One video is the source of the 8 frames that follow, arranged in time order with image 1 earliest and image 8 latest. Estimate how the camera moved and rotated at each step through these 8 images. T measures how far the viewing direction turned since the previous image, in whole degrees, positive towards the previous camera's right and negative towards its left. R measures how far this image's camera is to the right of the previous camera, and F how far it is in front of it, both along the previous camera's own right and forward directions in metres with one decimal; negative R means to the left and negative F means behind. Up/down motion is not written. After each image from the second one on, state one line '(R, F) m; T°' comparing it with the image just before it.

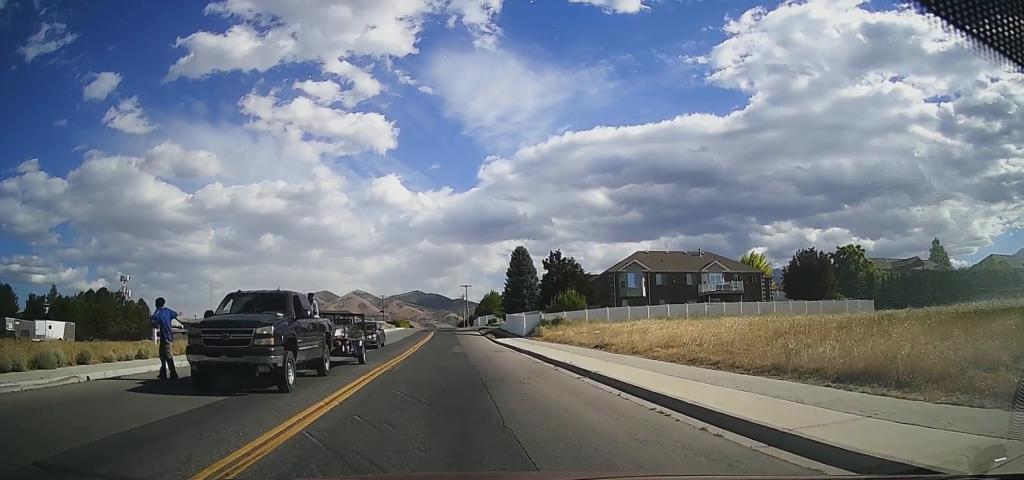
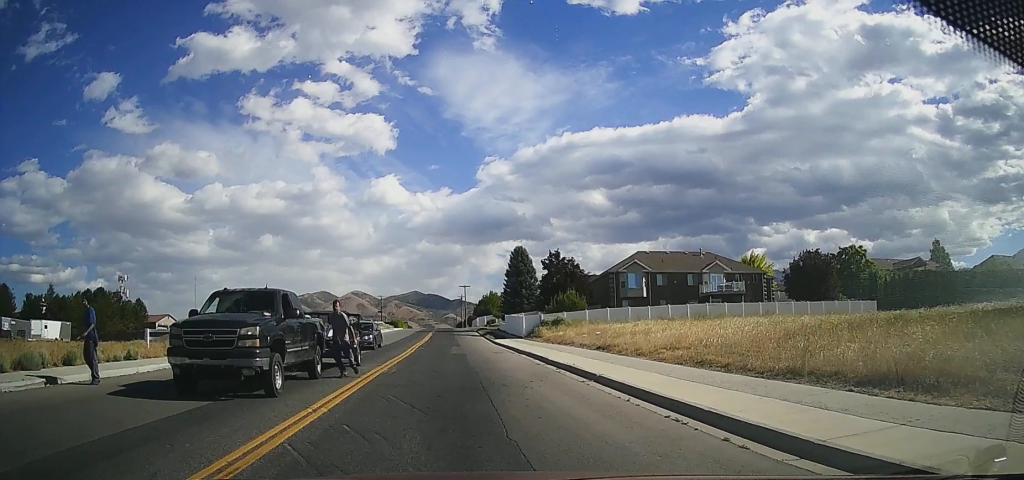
(0.0, +1.2) m; 0°
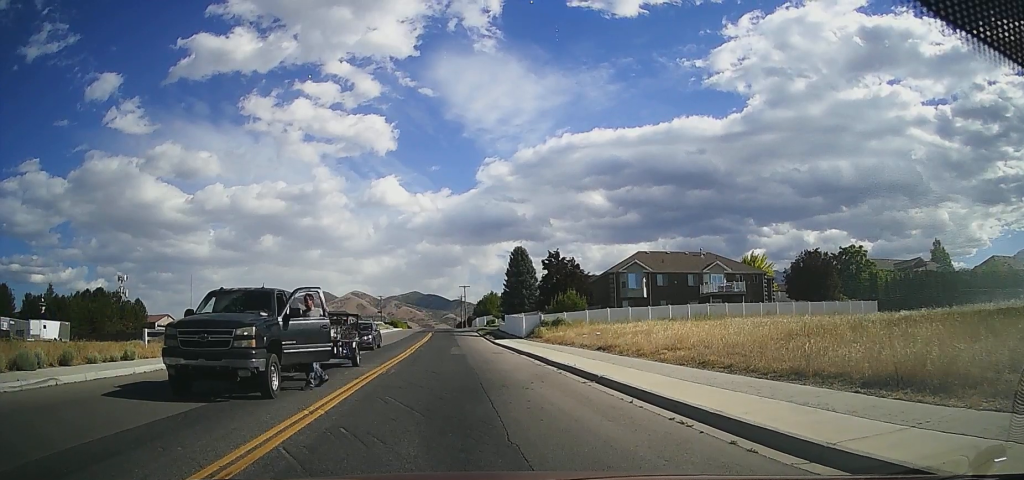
(0.0, +0.5) m; 0°
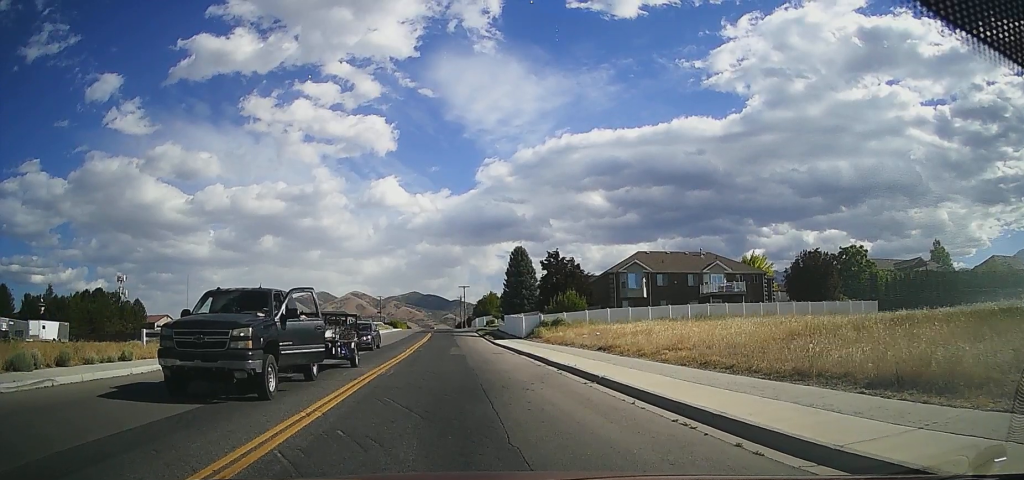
(0.0, 0.0) m; 0°
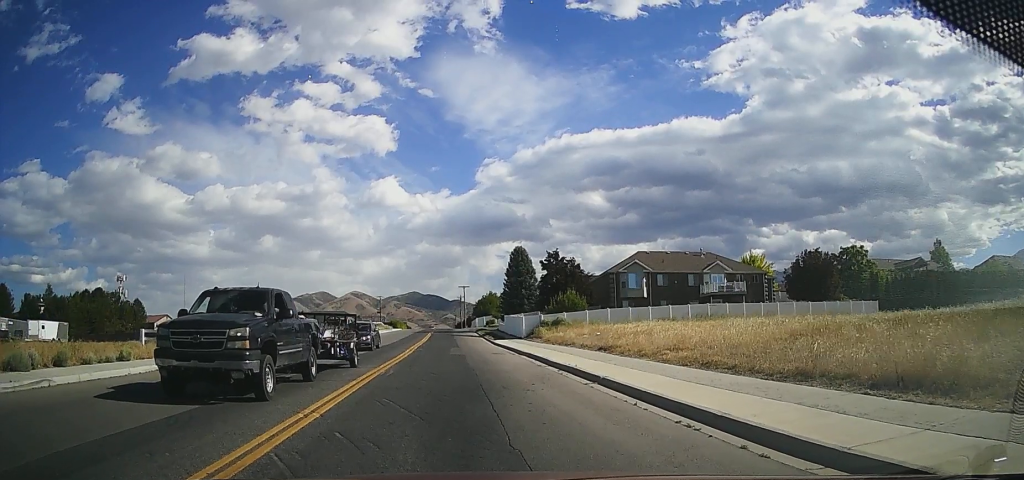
(0.0, 0.0) m; 0°
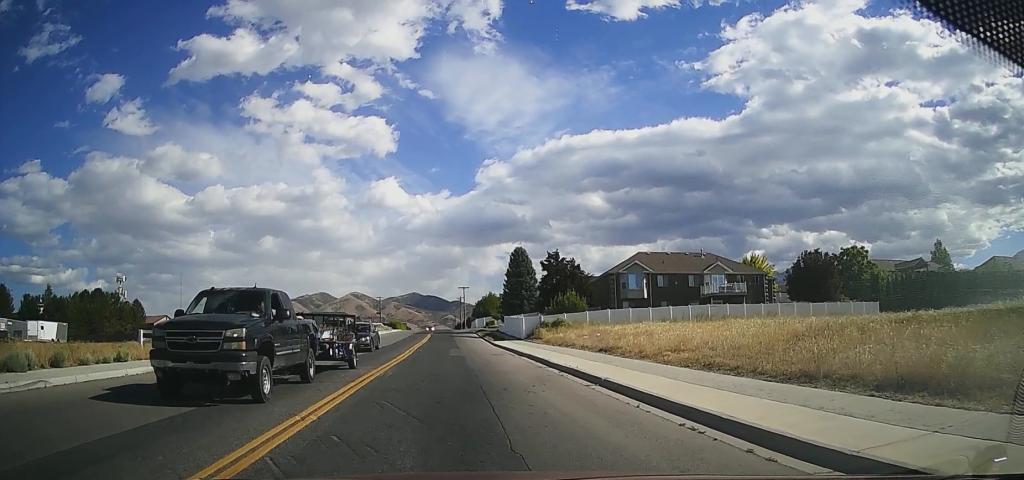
(0.0, +0.1) m; 0°
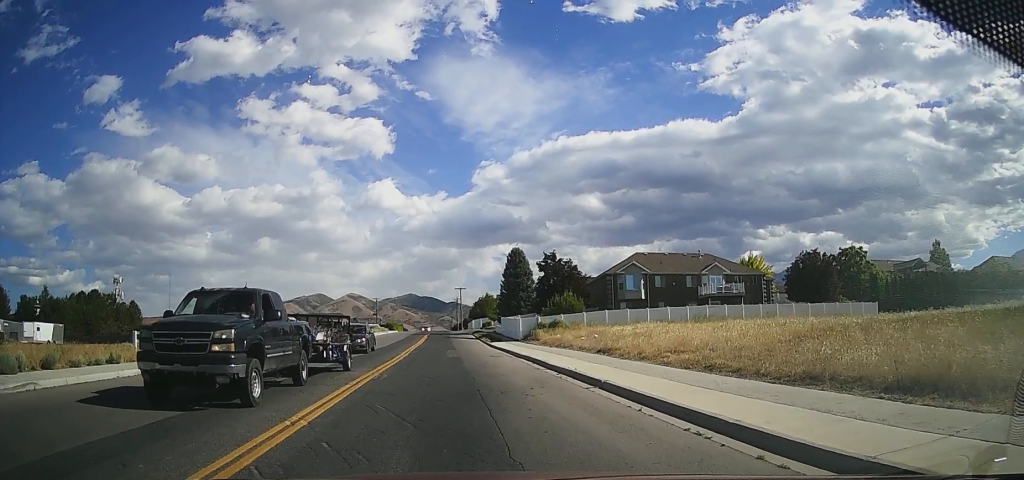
(0.0, +0.2) m; 0°
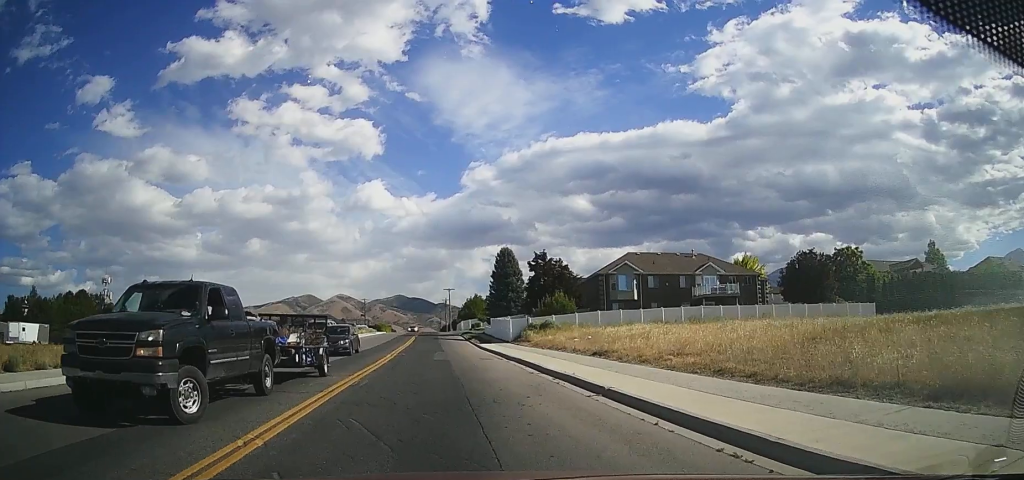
(0.0, +0.8) m; 0°
